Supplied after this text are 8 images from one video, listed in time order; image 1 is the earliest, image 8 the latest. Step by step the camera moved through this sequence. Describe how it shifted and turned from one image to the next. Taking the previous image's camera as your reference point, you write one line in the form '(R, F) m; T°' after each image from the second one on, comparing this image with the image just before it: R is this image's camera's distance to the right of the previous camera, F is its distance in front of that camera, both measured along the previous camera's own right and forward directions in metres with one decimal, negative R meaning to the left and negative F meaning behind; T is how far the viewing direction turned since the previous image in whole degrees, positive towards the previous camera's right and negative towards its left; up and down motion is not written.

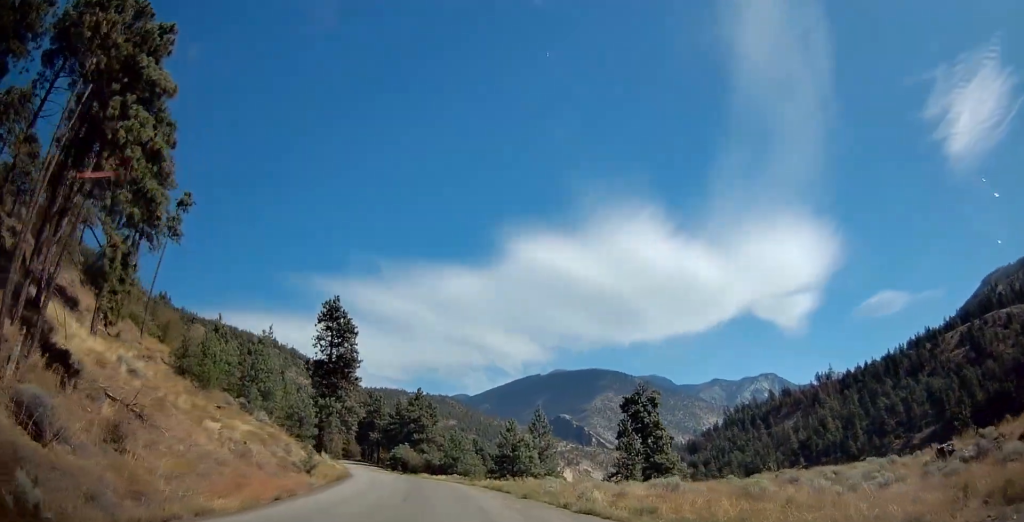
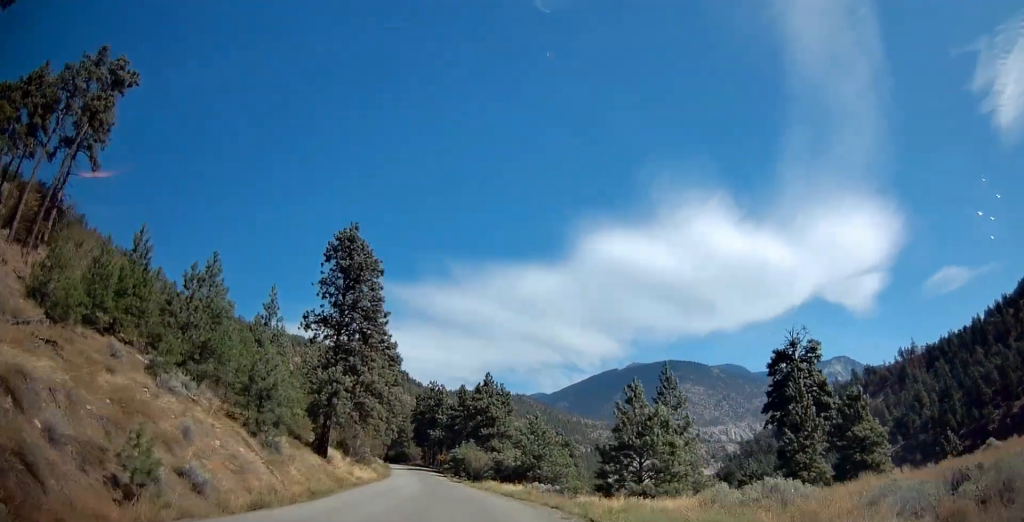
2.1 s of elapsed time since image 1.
(-1.9, +25.7) m; -7°
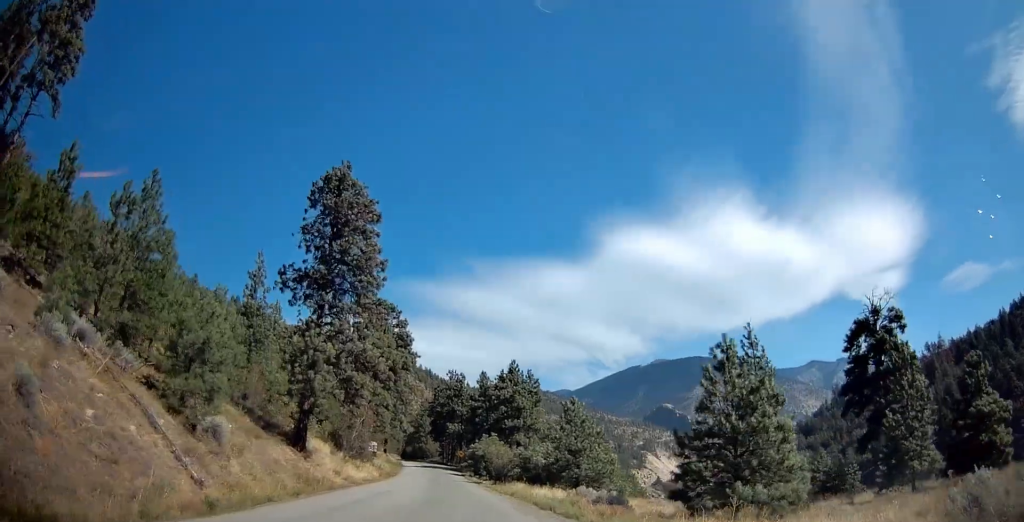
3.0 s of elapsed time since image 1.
(-0.2, +10.9) m; -4°
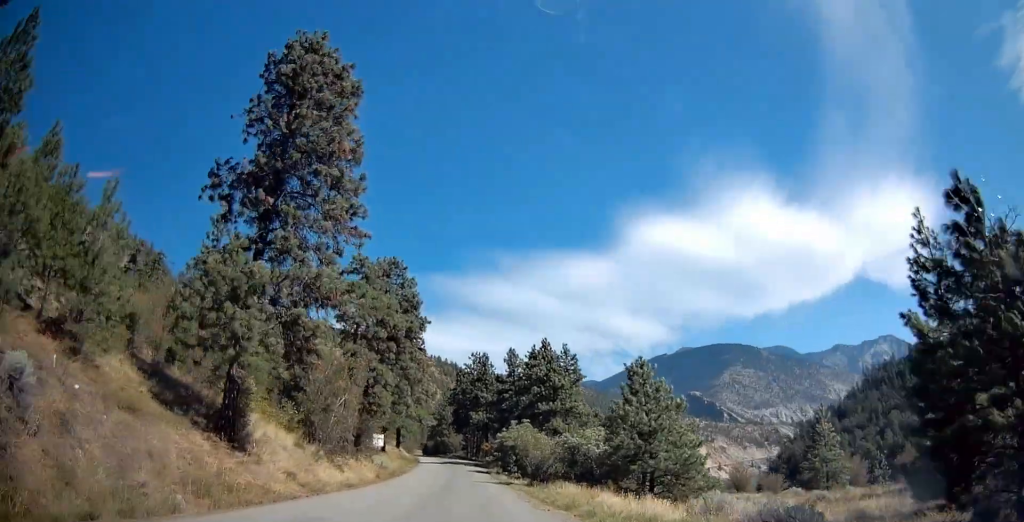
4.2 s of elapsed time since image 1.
(-0.8, +13.7) m; -4°
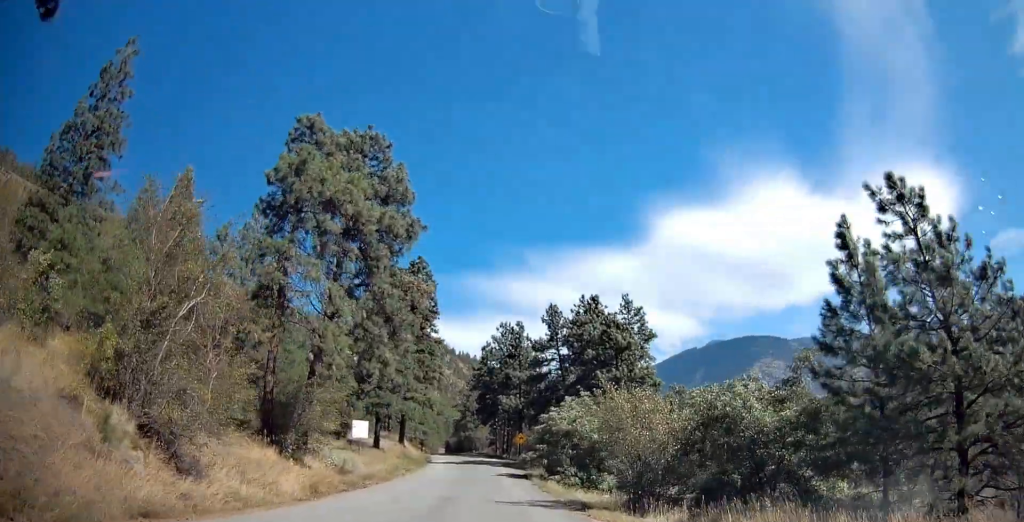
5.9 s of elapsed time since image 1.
(-0.2, +20.9) m; -4°
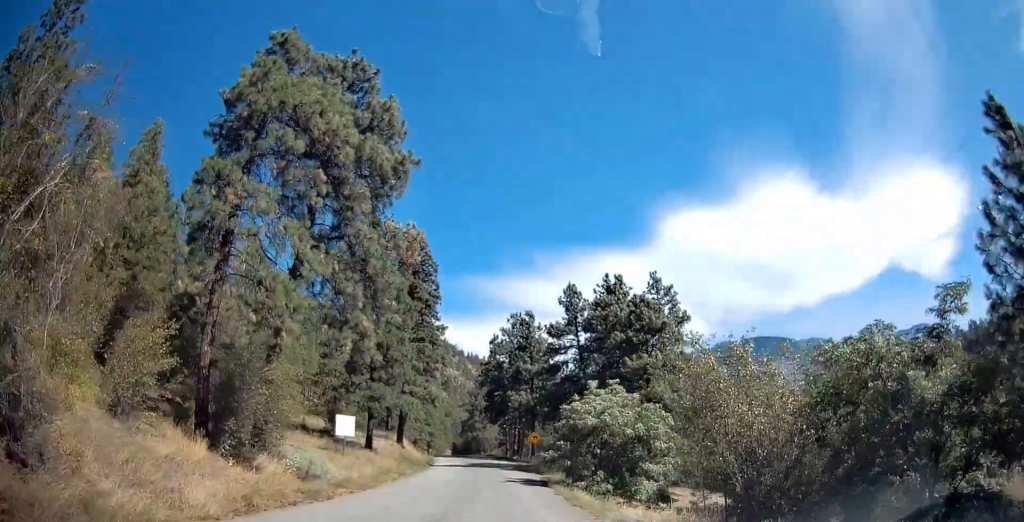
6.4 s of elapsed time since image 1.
(-0.6, +7.0) m; -1°
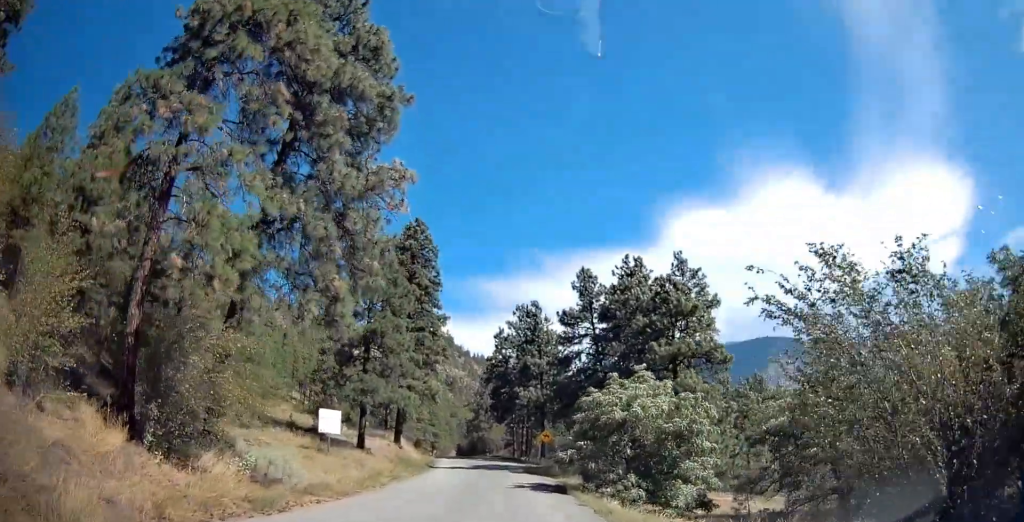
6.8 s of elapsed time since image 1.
(-0.1, +4.9) m; 0°
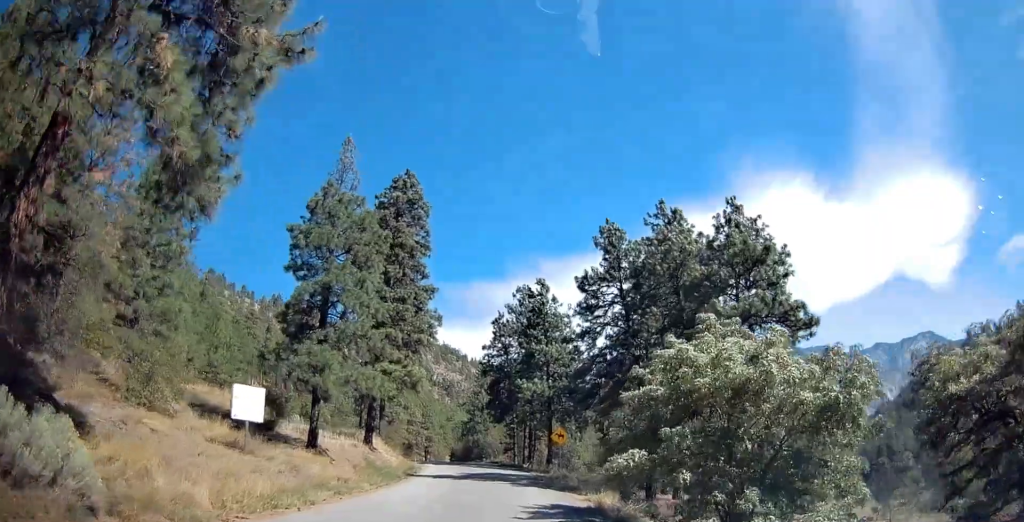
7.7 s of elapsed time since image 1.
(+0.4, +10.8) m; 0°
